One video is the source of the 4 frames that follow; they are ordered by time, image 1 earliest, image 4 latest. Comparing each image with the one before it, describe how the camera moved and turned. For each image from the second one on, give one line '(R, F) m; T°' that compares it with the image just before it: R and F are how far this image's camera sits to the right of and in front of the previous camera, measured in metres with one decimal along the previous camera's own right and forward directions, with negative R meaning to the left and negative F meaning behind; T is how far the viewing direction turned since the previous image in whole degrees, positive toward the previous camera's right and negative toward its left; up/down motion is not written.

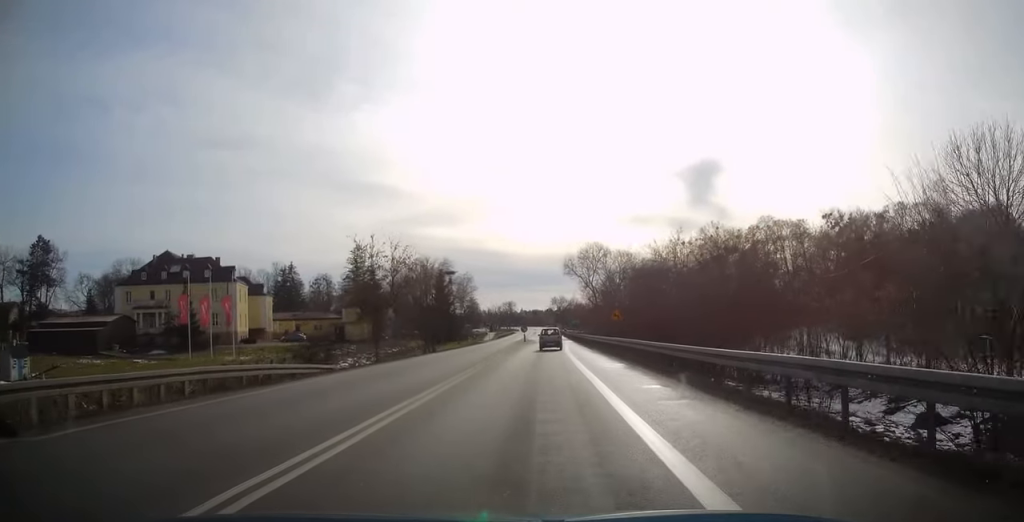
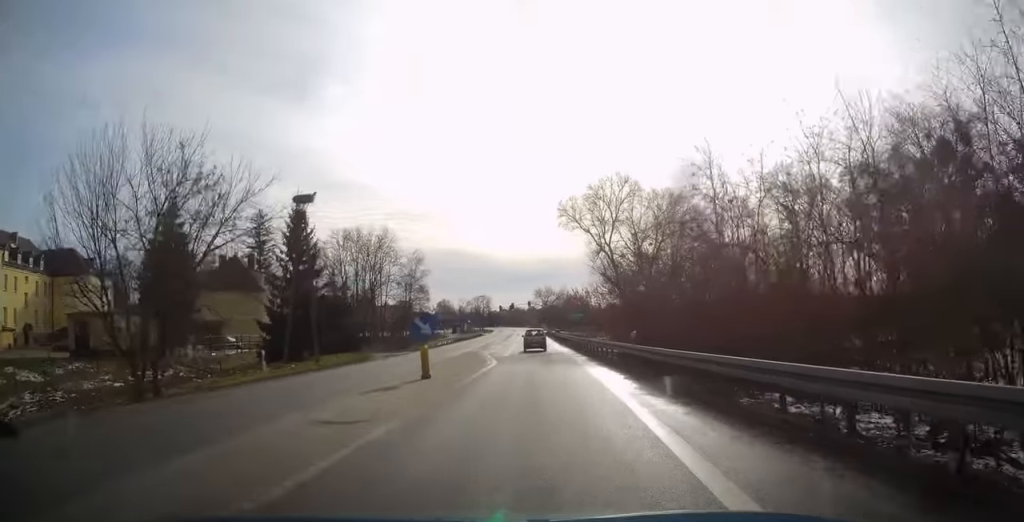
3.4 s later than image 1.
(+0.7, +53.2) m; +1°
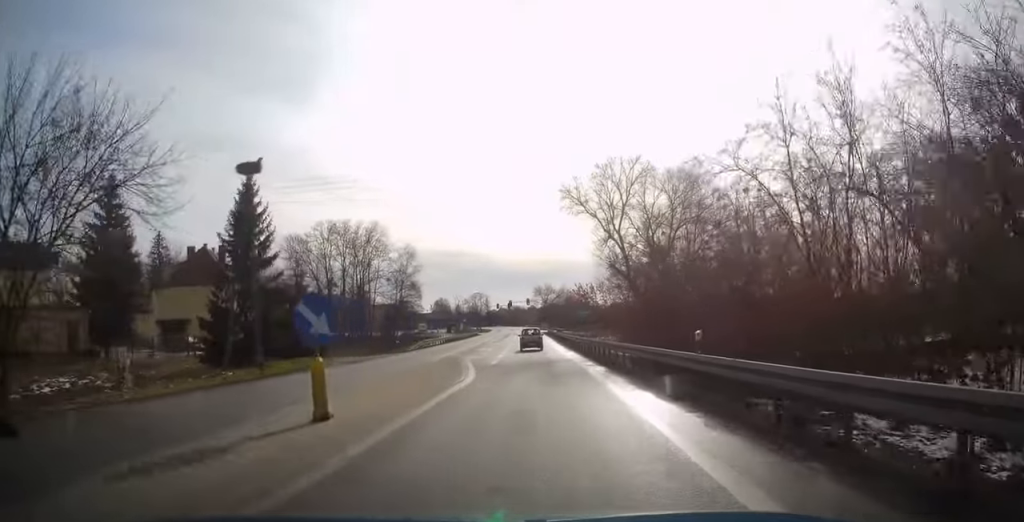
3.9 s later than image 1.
(0.0, +8.2) m; 0°
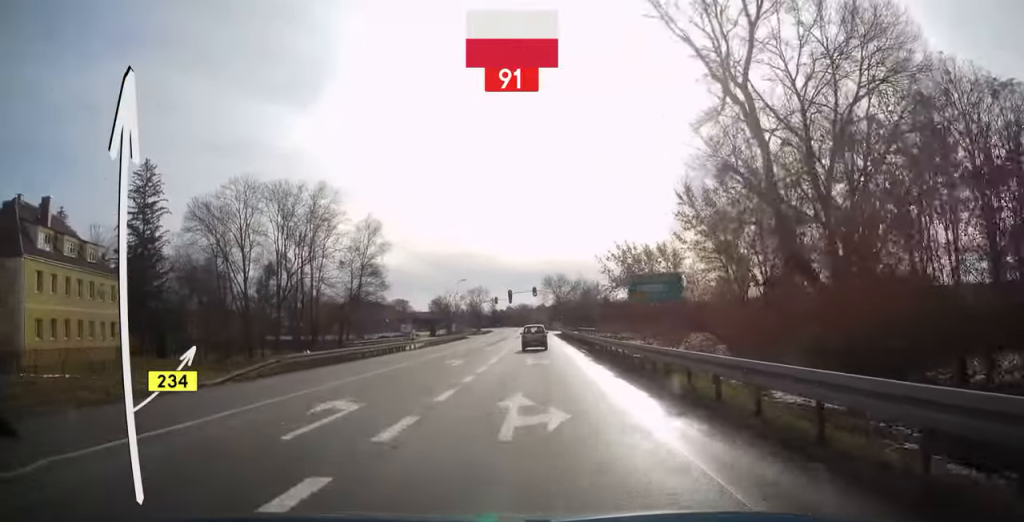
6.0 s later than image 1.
(-0.1, +33.8) m; -1°
